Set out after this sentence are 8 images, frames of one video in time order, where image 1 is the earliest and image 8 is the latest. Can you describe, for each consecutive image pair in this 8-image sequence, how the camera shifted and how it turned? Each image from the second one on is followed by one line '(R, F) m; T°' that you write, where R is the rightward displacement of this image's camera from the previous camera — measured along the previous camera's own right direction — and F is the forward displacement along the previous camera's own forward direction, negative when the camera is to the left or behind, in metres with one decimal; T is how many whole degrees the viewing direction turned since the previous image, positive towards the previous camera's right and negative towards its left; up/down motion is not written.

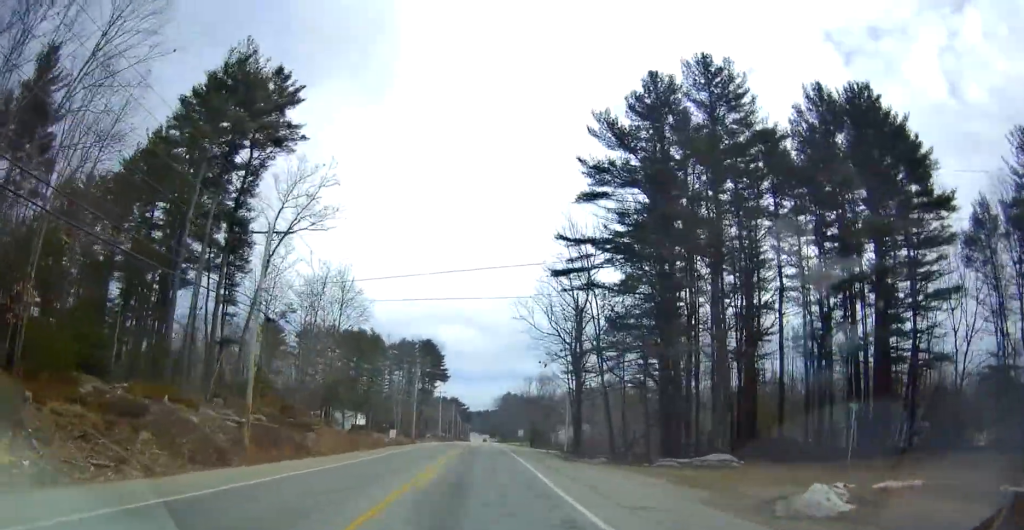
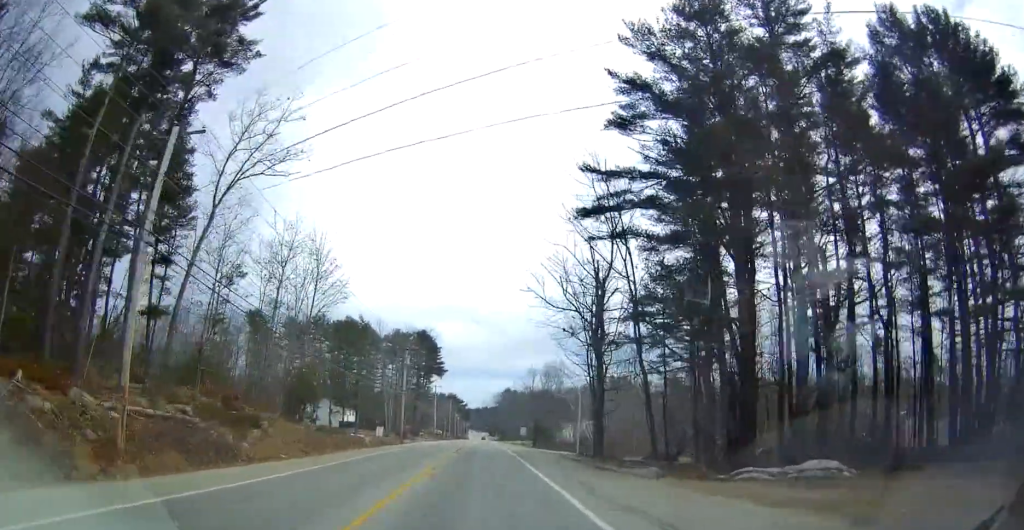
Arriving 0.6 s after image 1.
(+0.2, +10.9) m; +1°
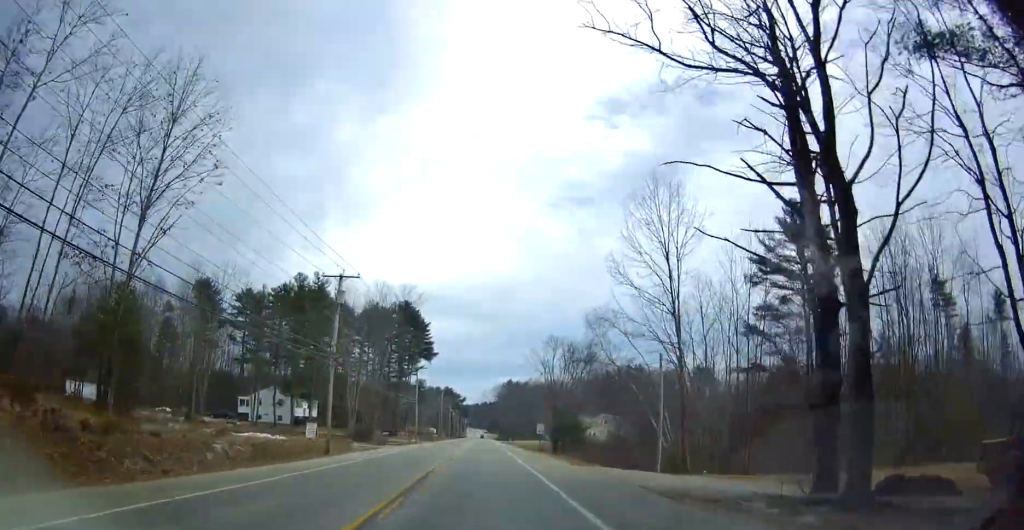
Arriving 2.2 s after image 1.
(-0.7, +31.7) m; -3°
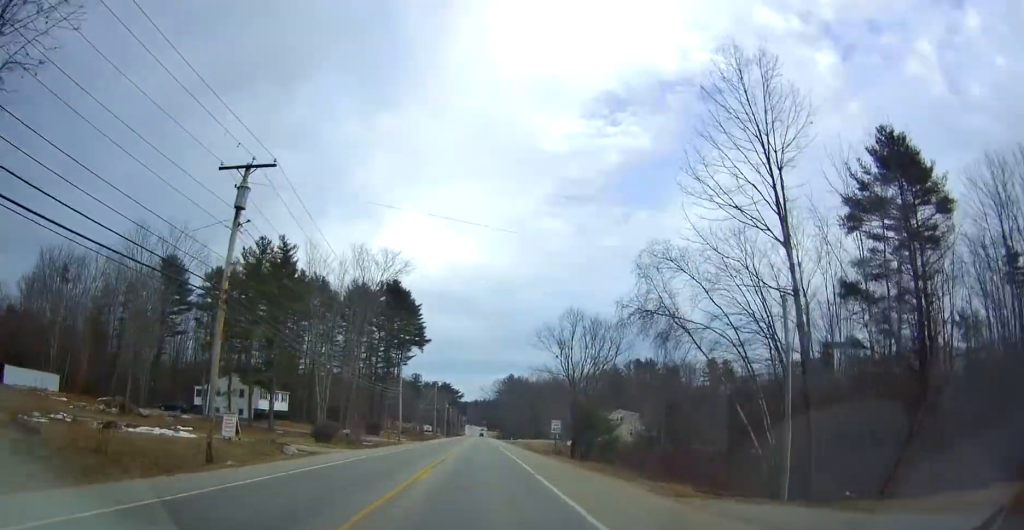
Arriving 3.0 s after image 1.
(-0.2, +15.9) m; 0°
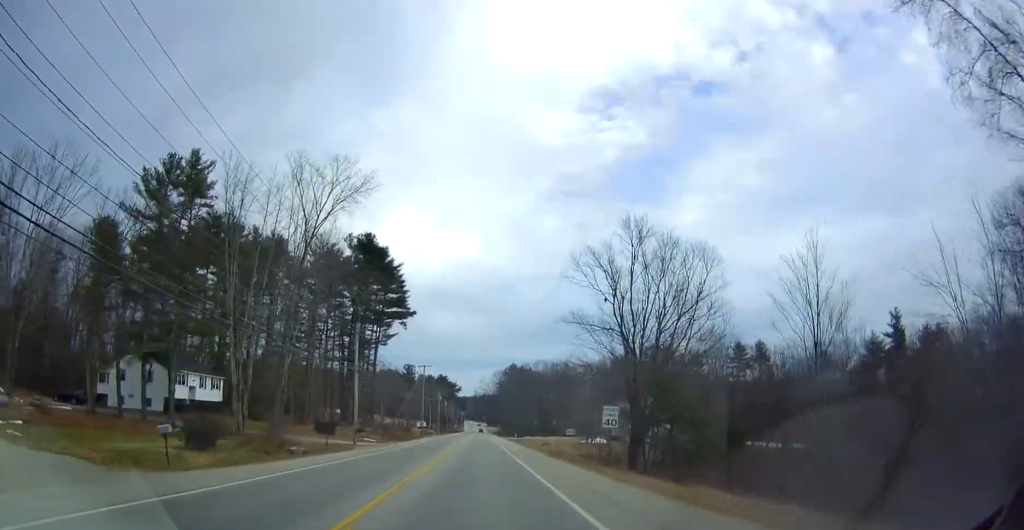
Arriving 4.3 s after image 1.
(+0.5, +24.1) m; +1°
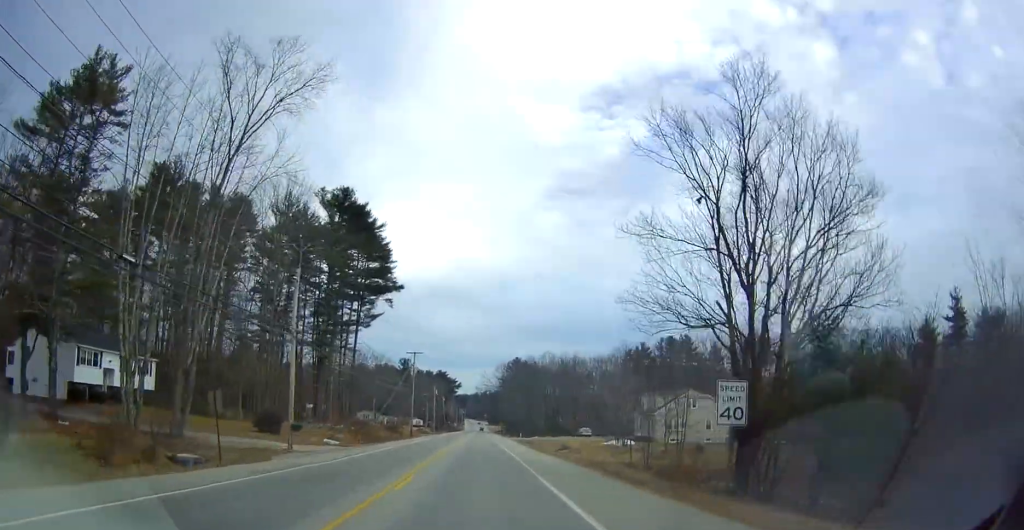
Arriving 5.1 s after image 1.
(-0.2, +15.8) m; 0°
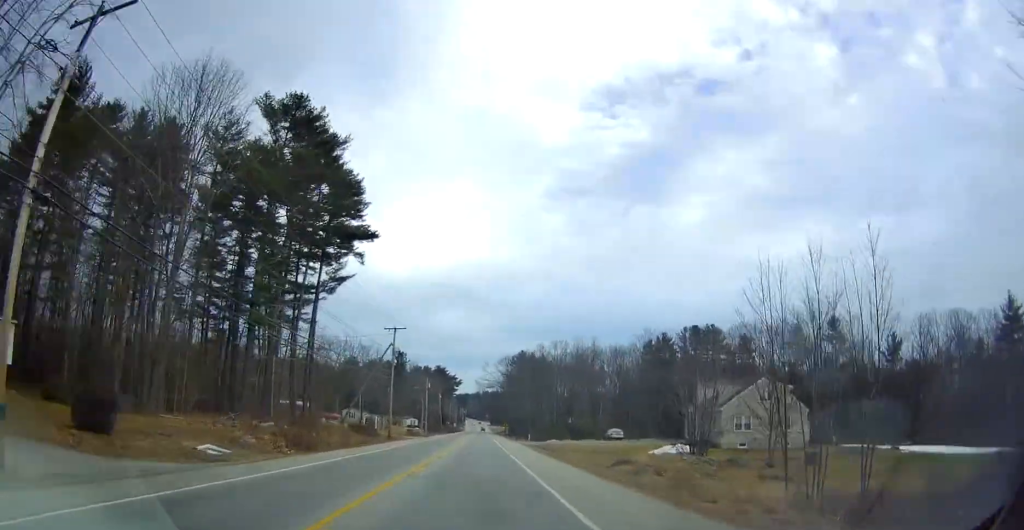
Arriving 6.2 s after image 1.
(+0.2, +20.5) m; 0°
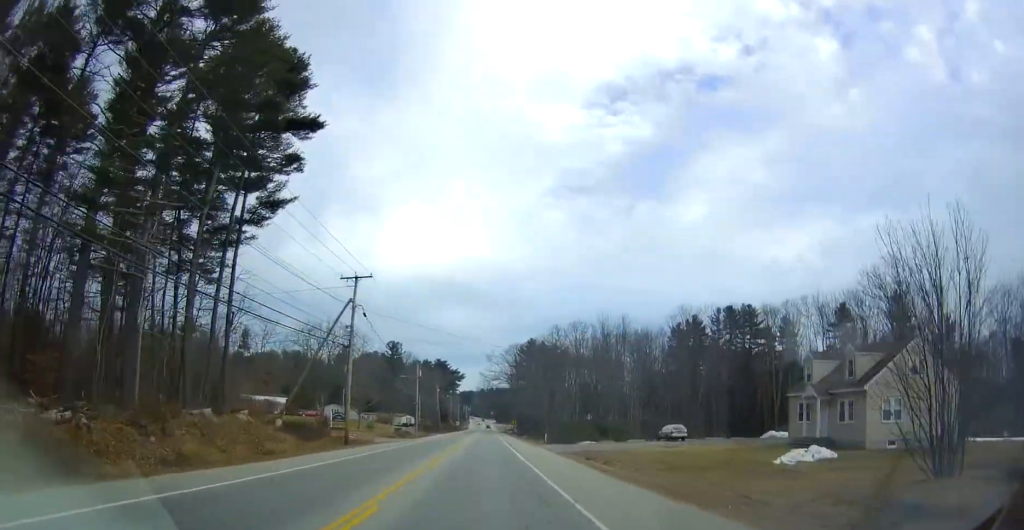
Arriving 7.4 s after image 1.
(-0.2, +21.8) m; -1°
